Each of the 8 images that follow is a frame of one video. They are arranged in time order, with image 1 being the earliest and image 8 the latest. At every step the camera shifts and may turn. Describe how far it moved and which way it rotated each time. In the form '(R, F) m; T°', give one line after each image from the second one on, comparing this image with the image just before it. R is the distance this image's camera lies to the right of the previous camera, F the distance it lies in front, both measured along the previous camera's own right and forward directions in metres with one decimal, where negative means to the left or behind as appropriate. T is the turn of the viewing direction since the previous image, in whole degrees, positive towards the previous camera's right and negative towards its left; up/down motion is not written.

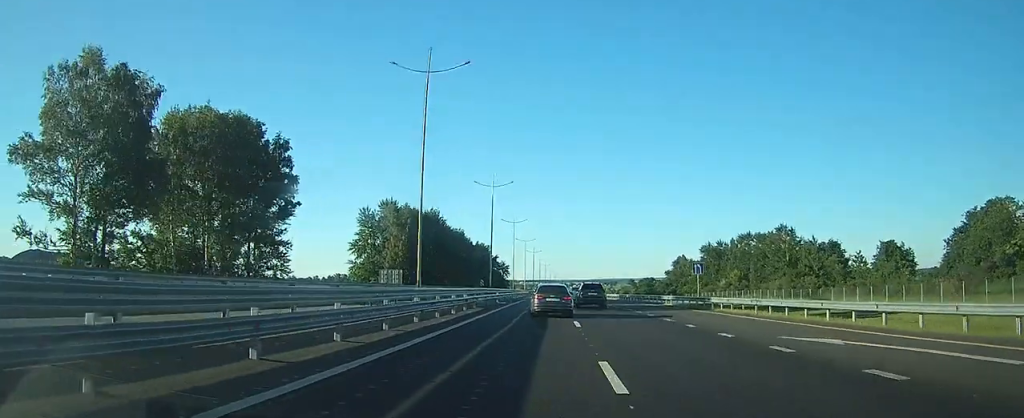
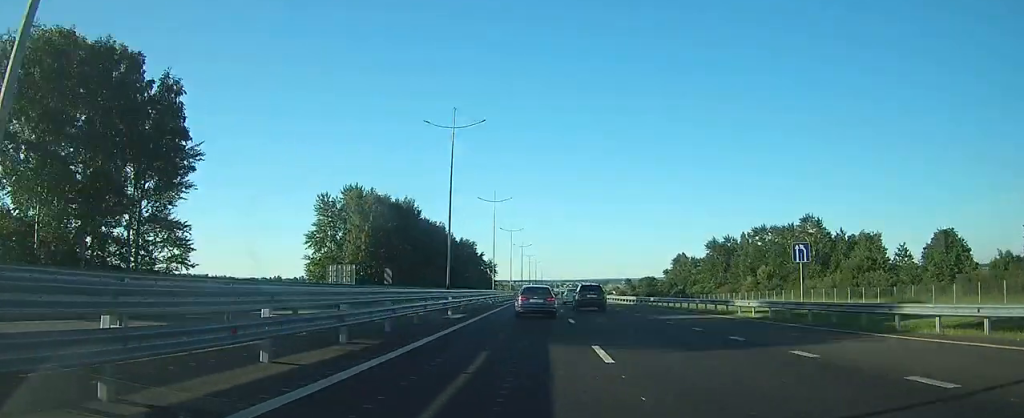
(0.0, +20.5) m; 0°
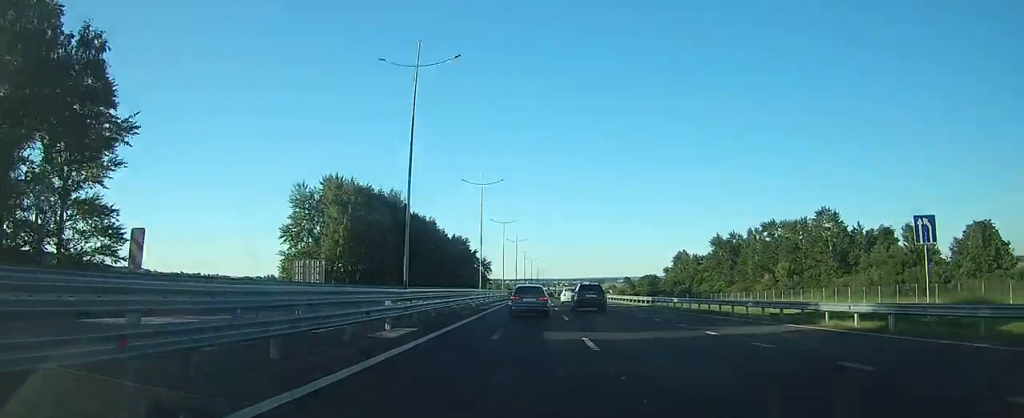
(0.0, +9.7) m; 0°
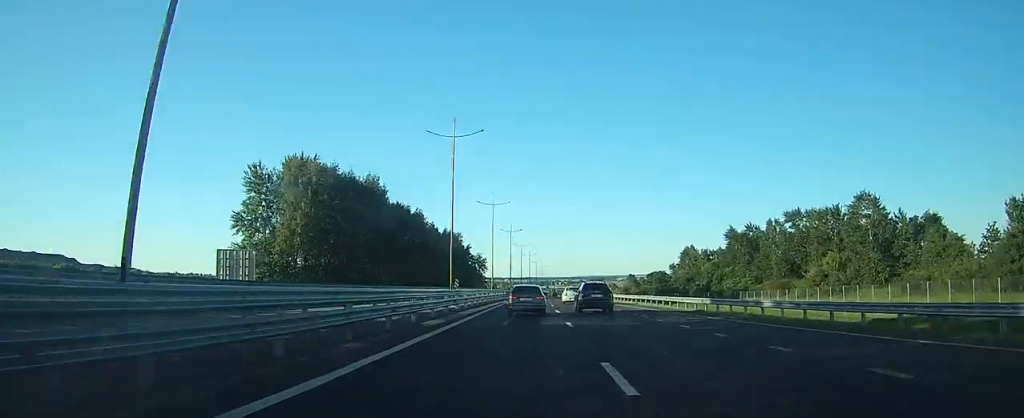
(0.0, +16.6) m; +1°
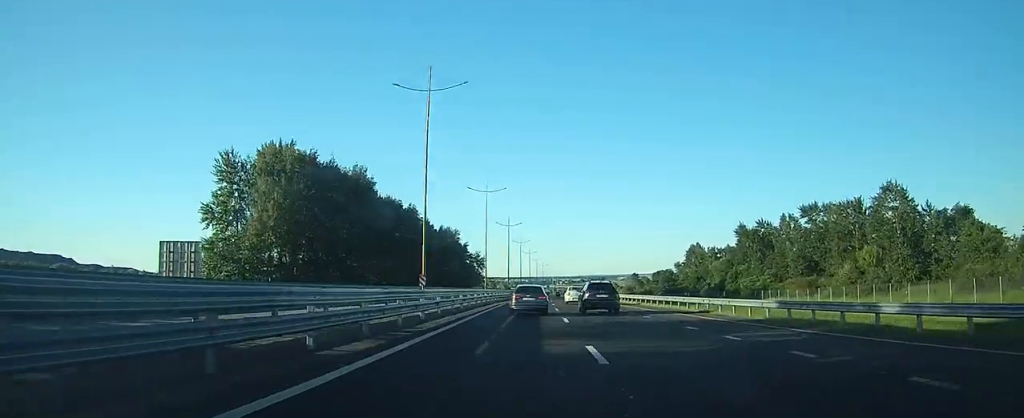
(0.0, +8.9) m; 0°
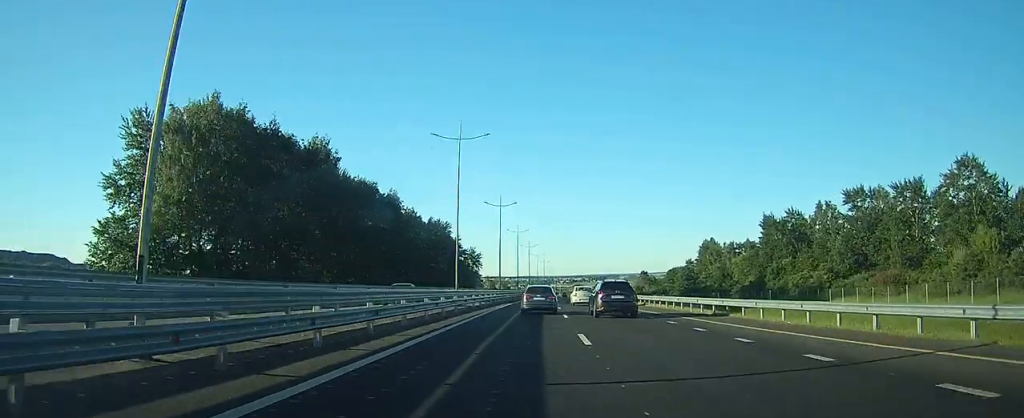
(+0.1, +20.1) m; 0°
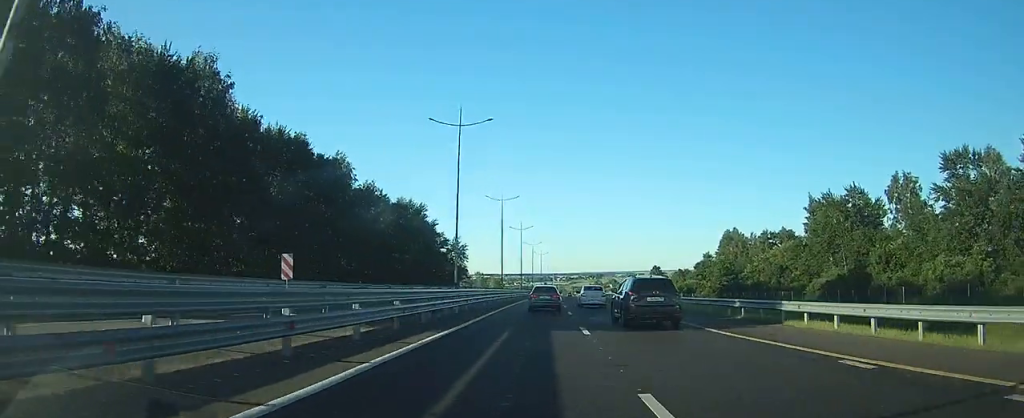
(-0.1, +32.5) m; 0°
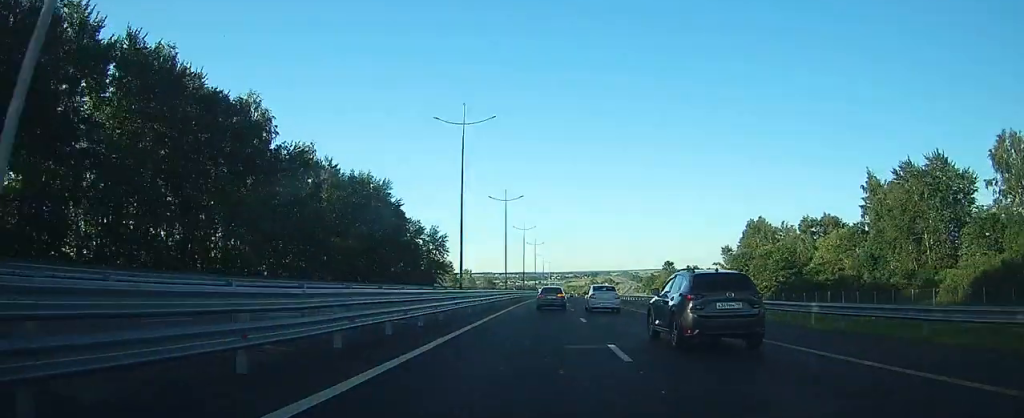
(0.0, +29.4) m; 0°
